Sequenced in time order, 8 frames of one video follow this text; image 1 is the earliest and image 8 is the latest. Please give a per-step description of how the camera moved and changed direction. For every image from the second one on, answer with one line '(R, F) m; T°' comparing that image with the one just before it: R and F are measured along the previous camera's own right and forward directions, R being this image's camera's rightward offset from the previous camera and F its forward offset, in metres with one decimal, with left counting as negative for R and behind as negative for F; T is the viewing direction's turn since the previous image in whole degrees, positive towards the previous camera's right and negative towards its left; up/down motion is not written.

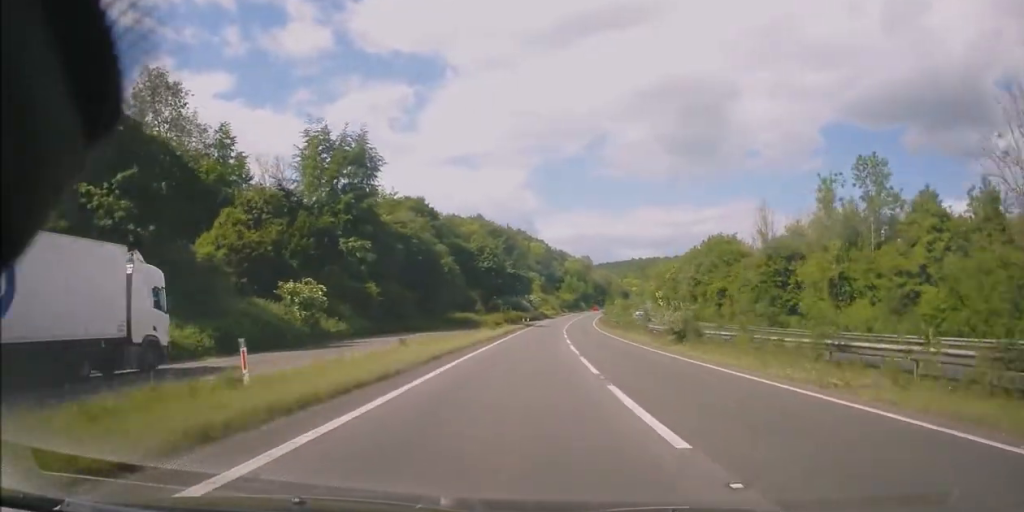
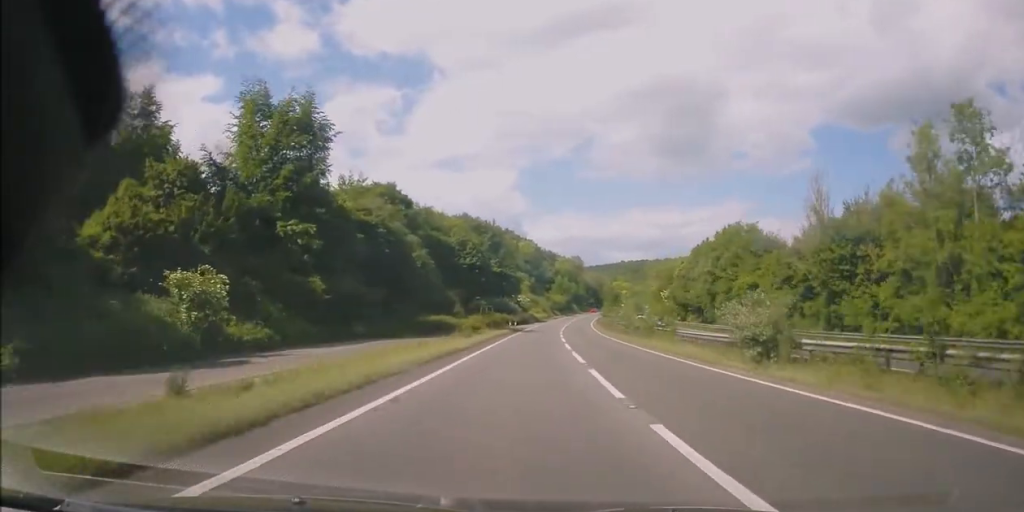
(+0.3, +13.4) m; +1°
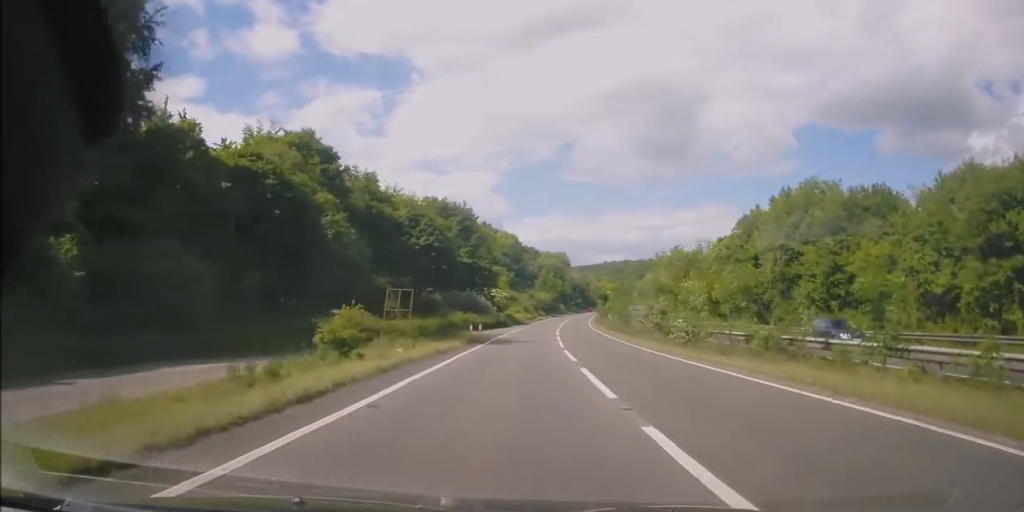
(+0.2, +27.9) m; +1°
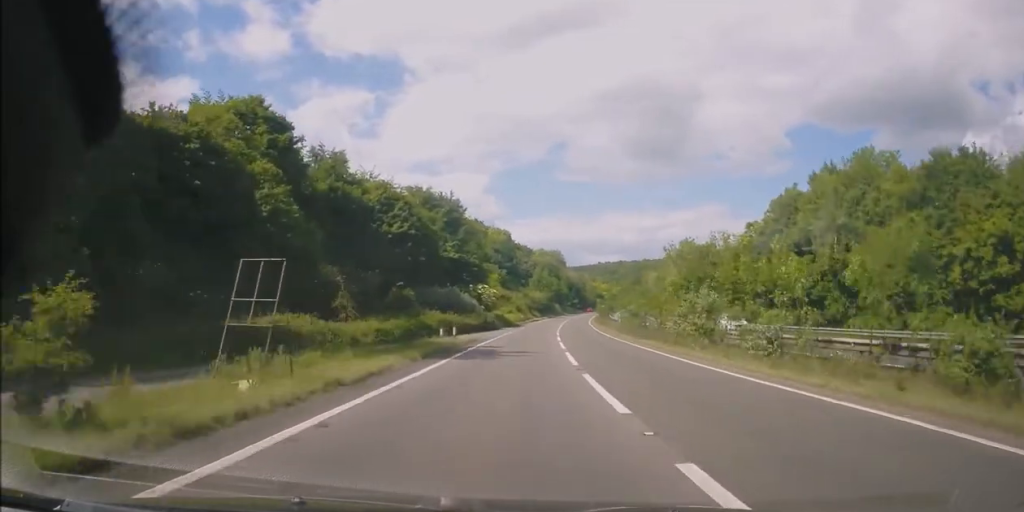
(+0.1, +10.9) m; +1°
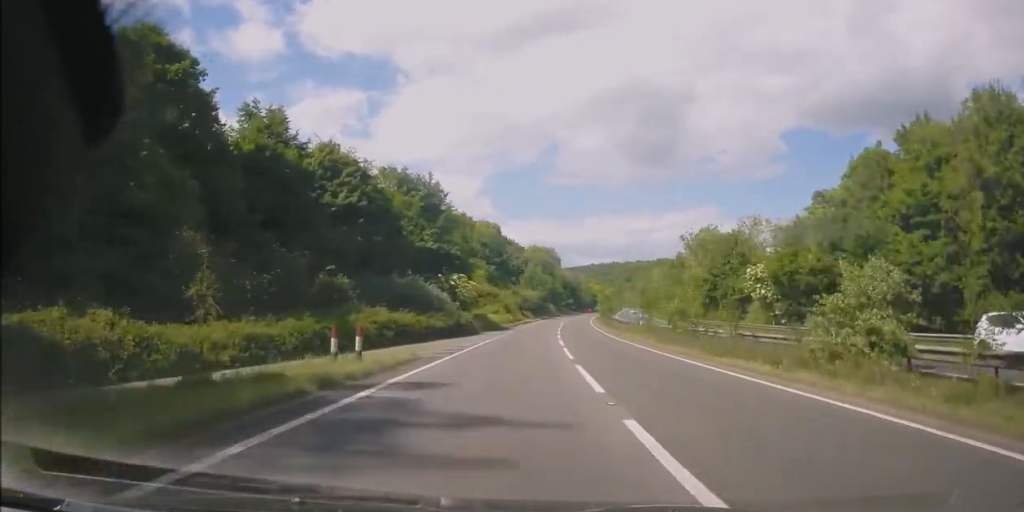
(0.0, +15.4) m; +1°
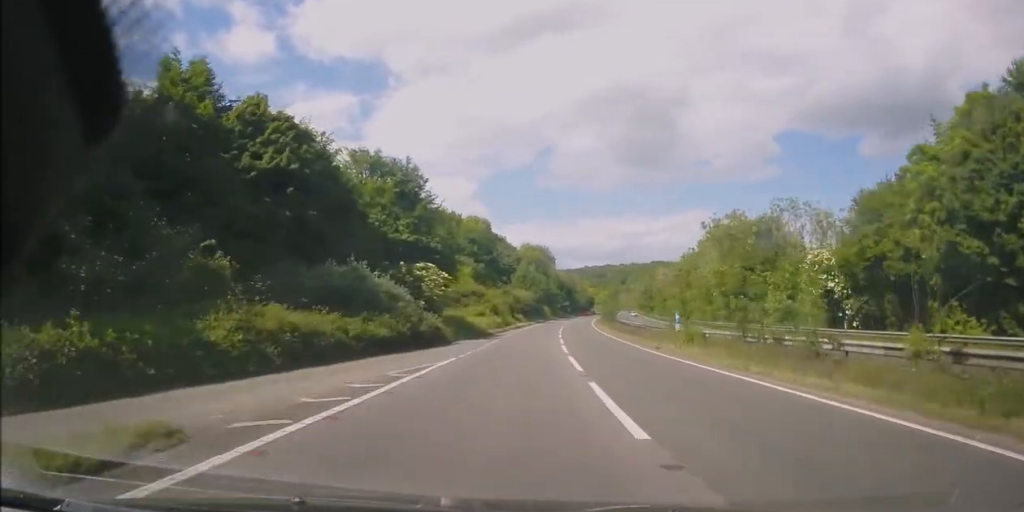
(+0.2, +12.8) m; +1°
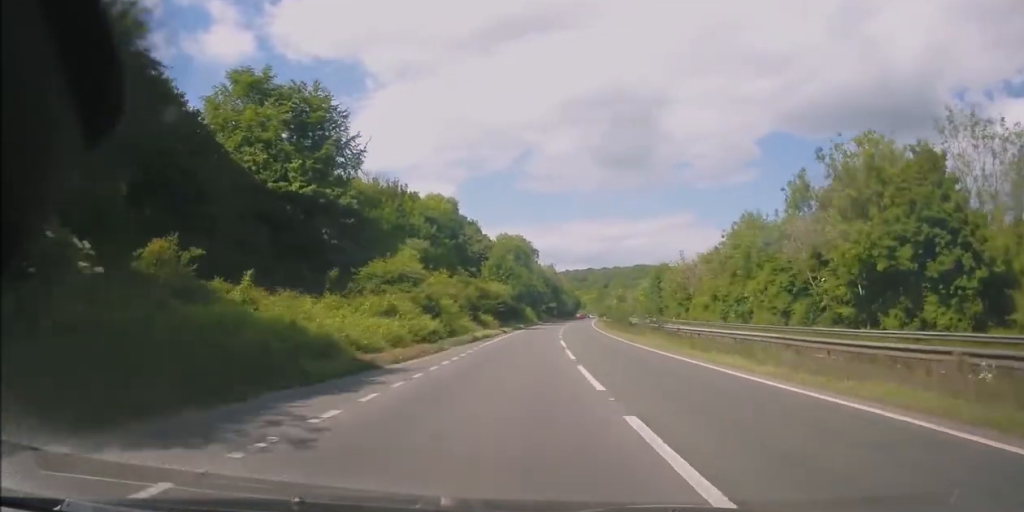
(+0.7, +31.2) m; +2°
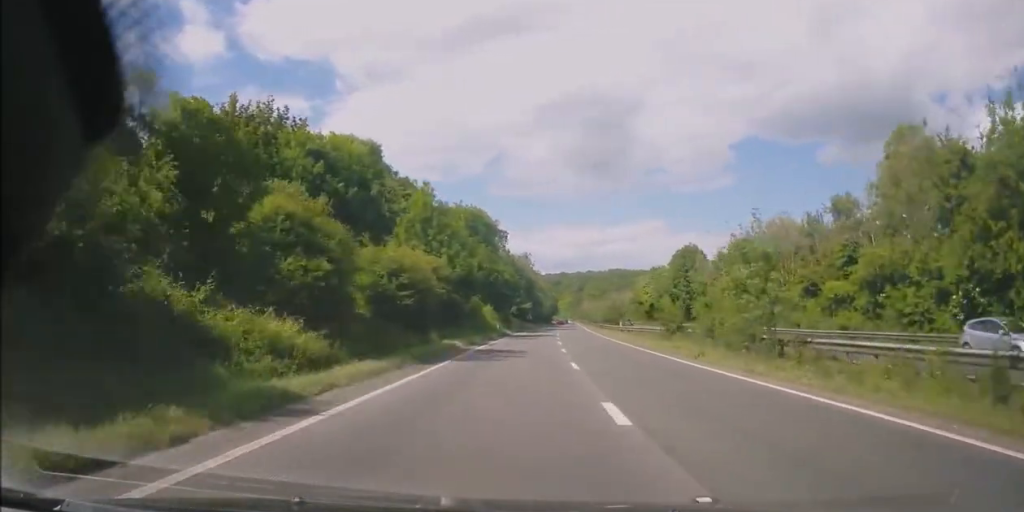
(+0.6, +40.4) m; +2°
